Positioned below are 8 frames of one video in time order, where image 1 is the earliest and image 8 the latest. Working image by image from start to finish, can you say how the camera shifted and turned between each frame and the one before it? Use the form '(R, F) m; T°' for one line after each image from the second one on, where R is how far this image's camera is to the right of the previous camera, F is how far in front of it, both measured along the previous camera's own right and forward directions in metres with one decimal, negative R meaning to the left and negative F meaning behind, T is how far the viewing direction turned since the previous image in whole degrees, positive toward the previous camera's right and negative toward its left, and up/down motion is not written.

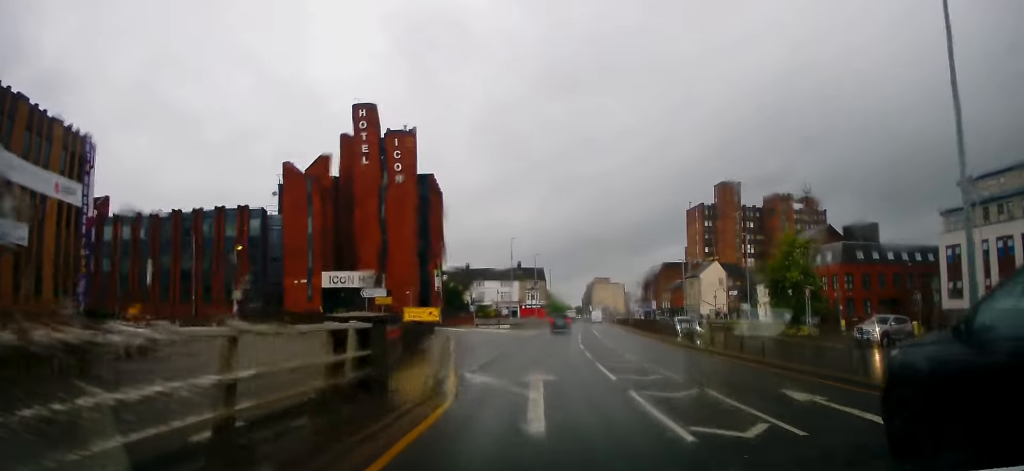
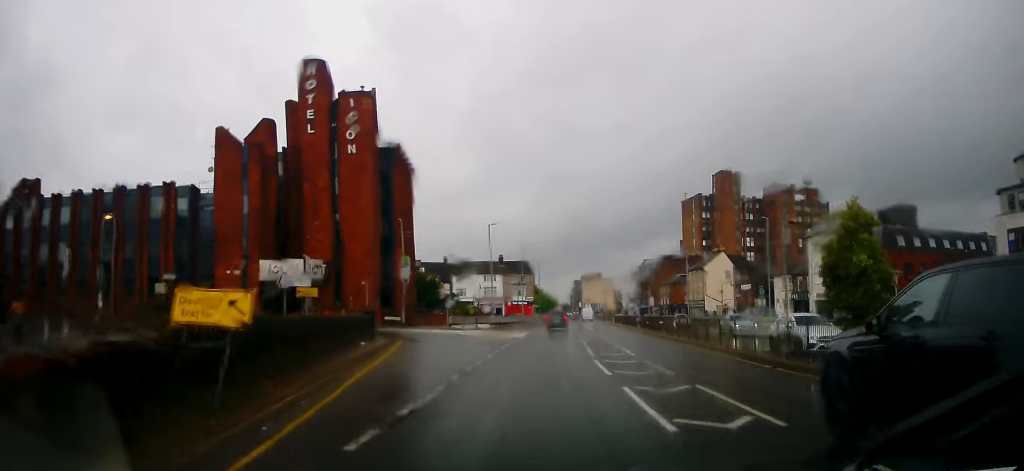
(0.0, +11.3) m; +1°
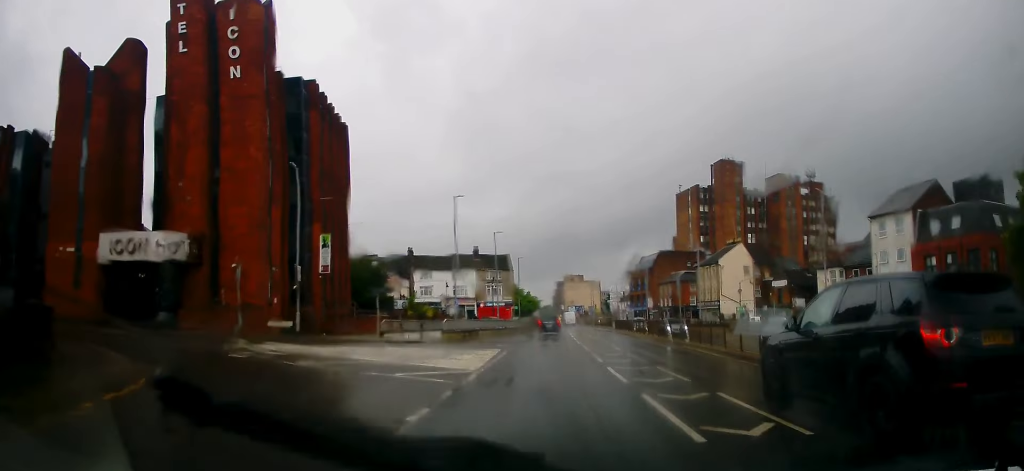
(+0.3, +17.9) m; +1°
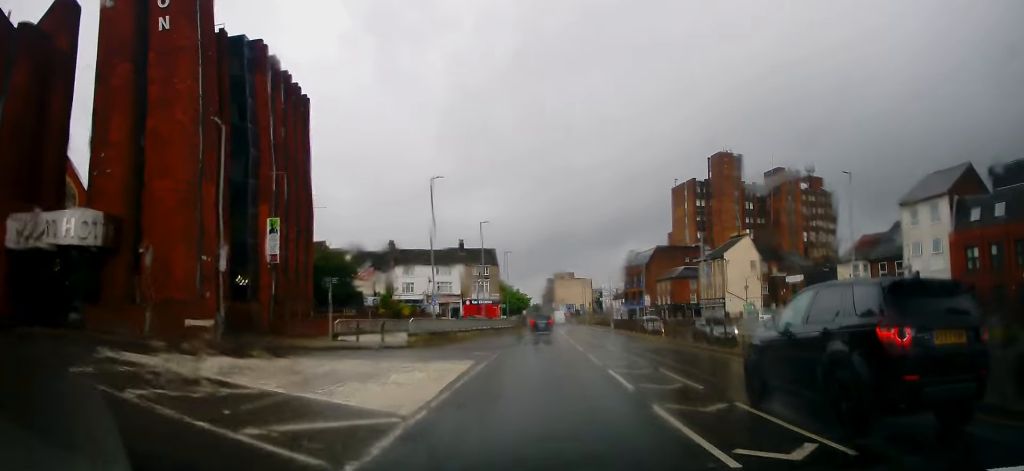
(-0.3, +6.6) m; +1°
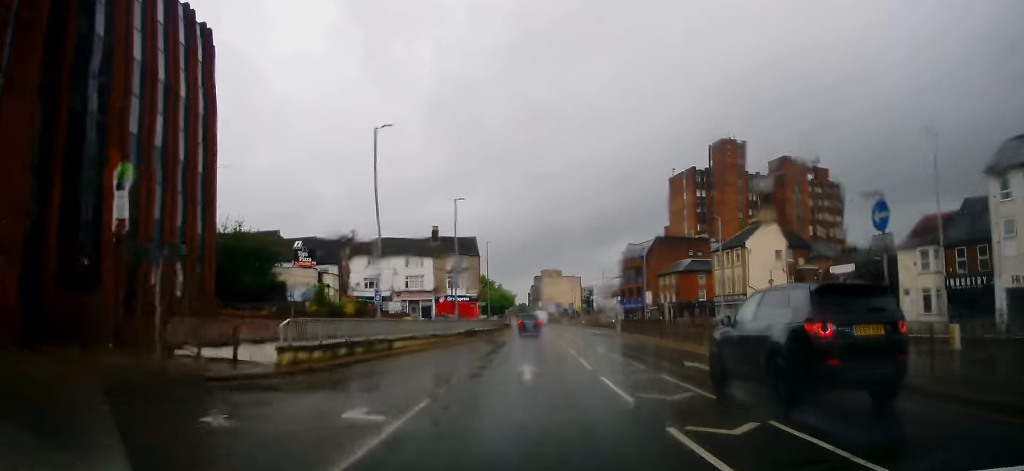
(+0.6, +12.6) m; +2°
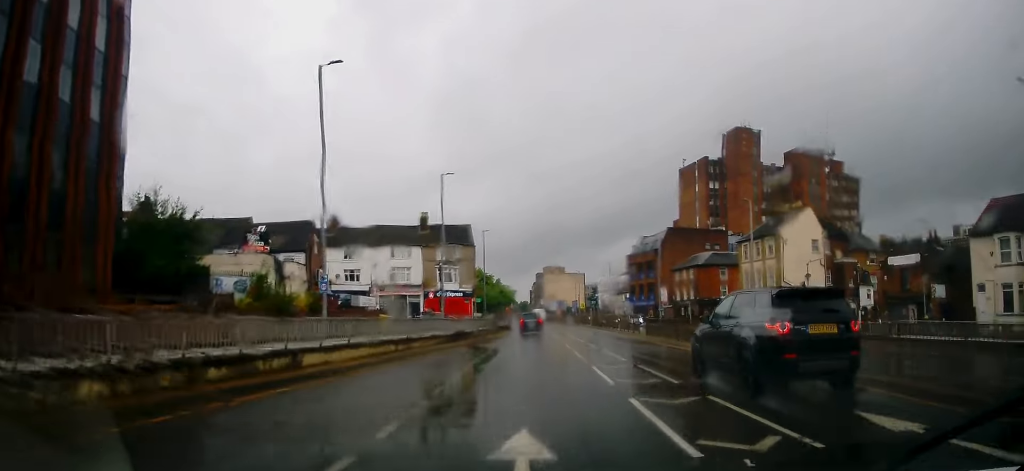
(-0.2, +9.2) m; -1°
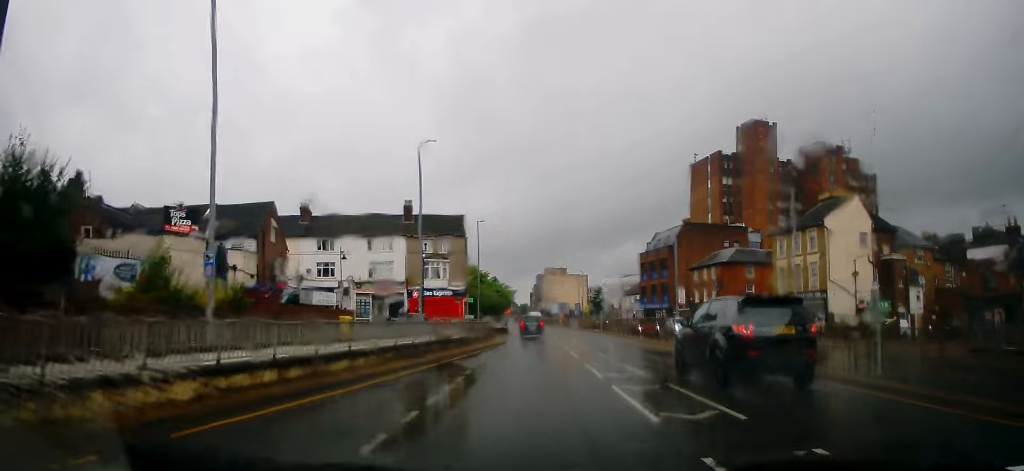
(-0.1, +9.5) m; 0°
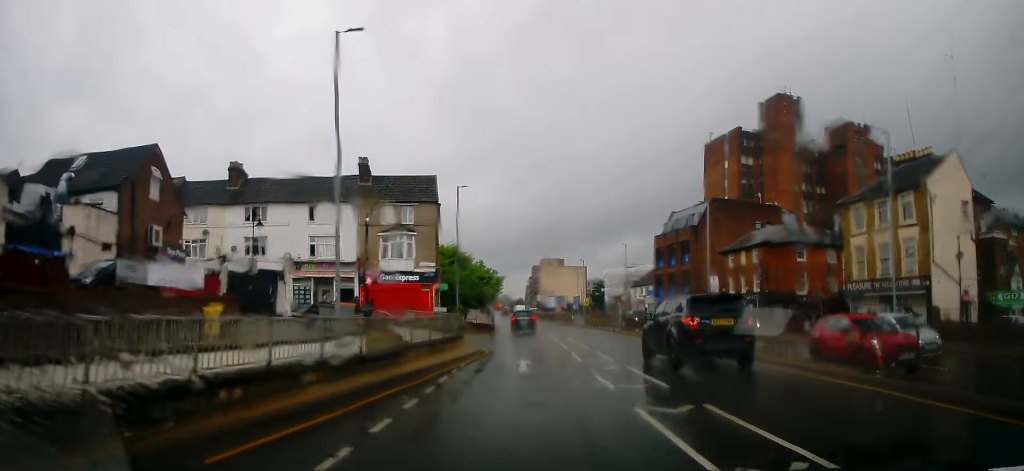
(+0.2, +15.0) m; +3°
